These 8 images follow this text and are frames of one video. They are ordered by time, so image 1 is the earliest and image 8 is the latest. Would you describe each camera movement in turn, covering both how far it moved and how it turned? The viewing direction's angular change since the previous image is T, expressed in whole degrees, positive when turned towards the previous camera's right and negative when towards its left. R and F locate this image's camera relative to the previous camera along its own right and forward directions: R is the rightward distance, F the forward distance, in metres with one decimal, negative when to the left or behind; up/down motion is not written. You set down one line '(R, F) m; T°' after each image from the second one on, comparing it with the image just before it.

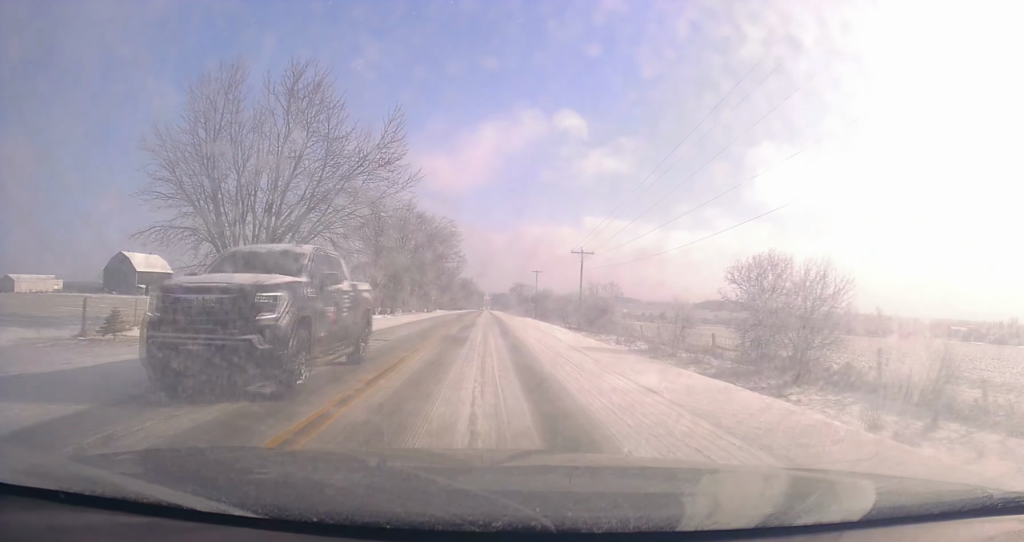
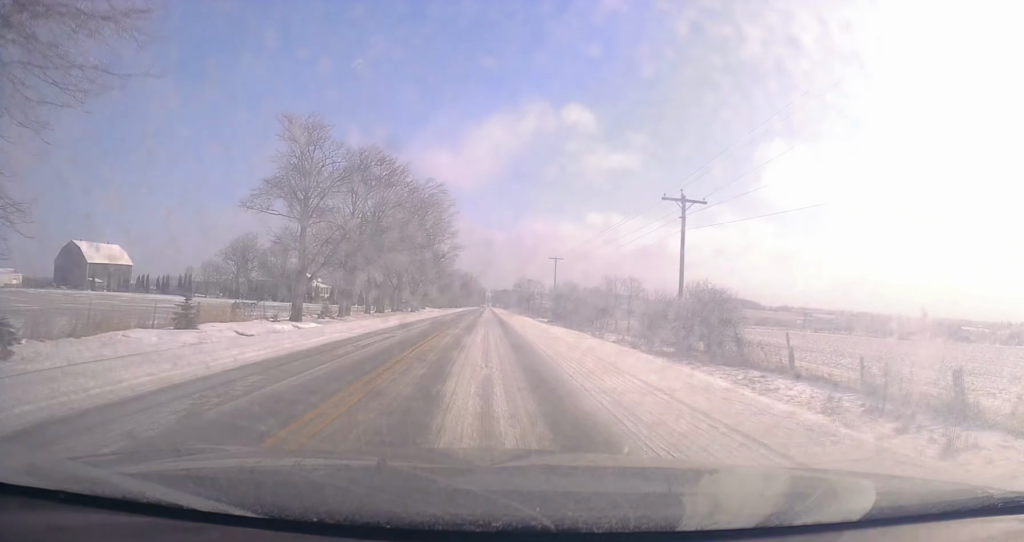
(-0.3, +27.7) m; -1°
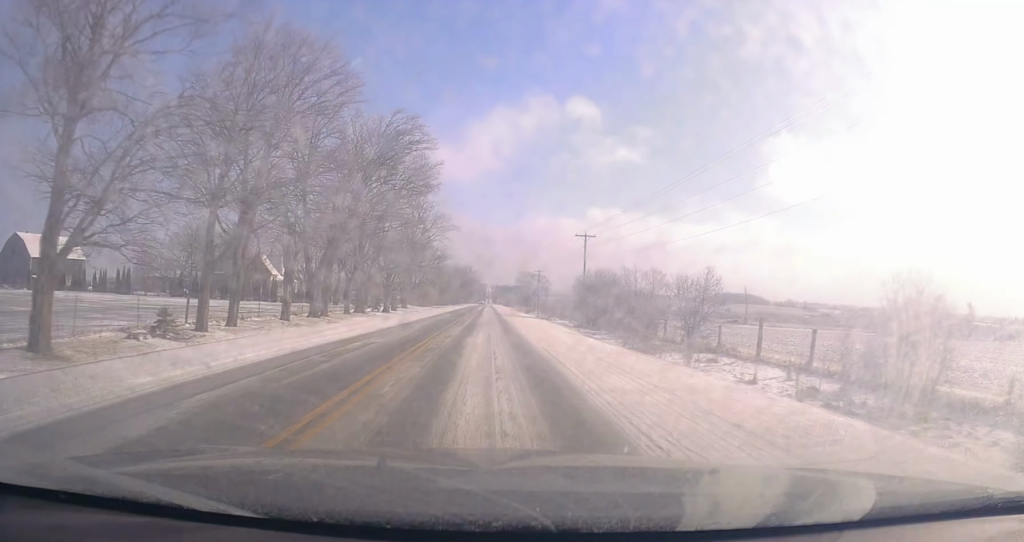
(0.0, +25.6) m; 0°
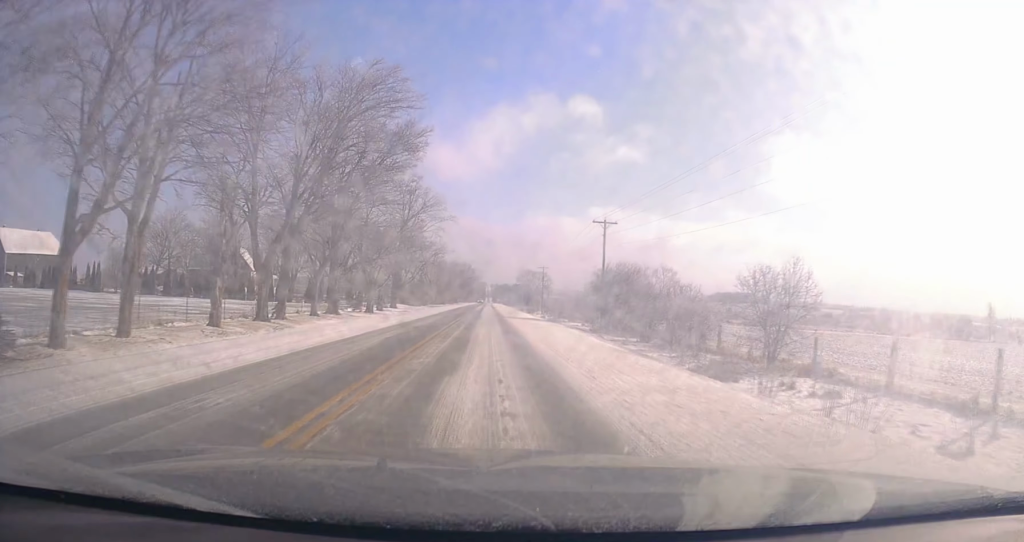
(+0.2, +10.3) m; 0°
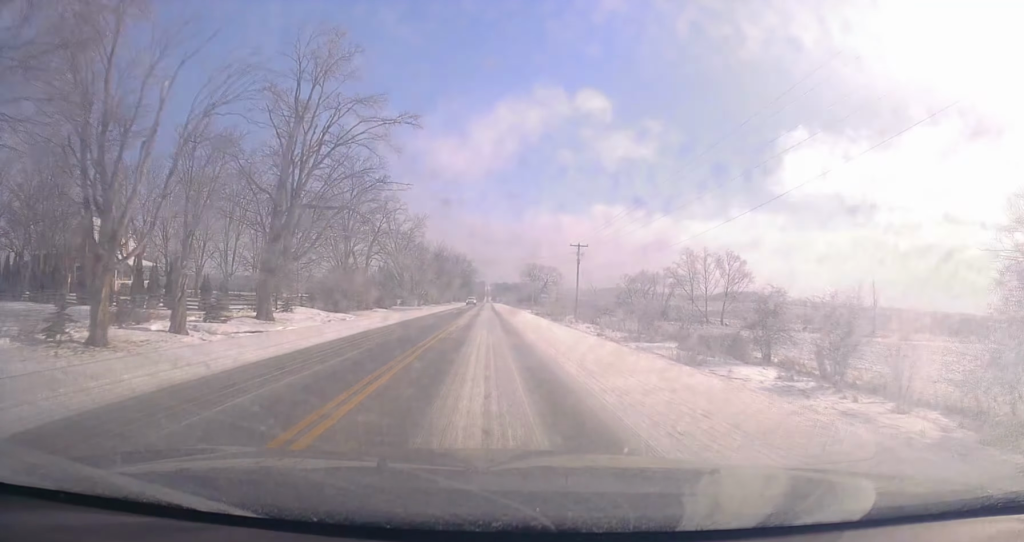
(0.0, +43.7) m; 0°
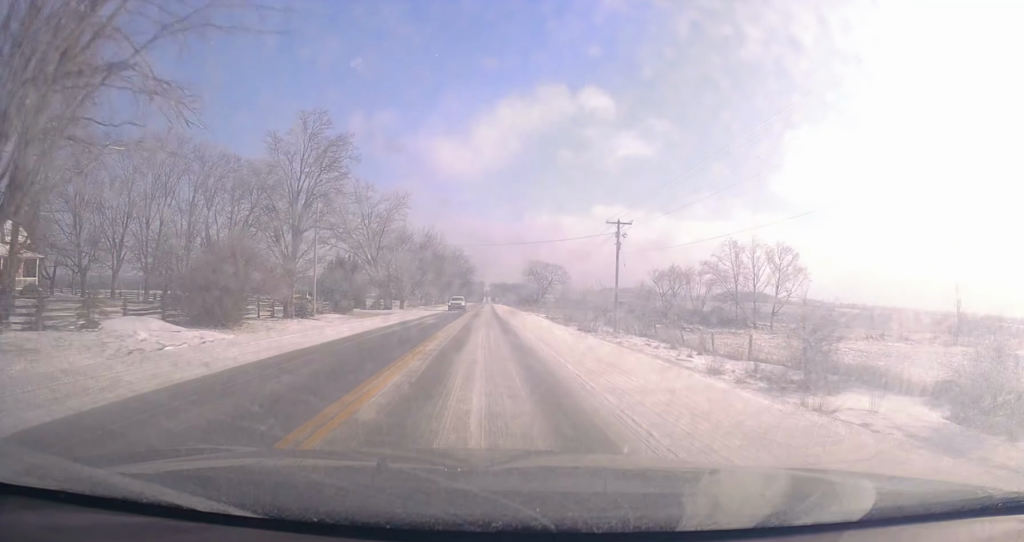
(-0.2, +21.9) m; +1°
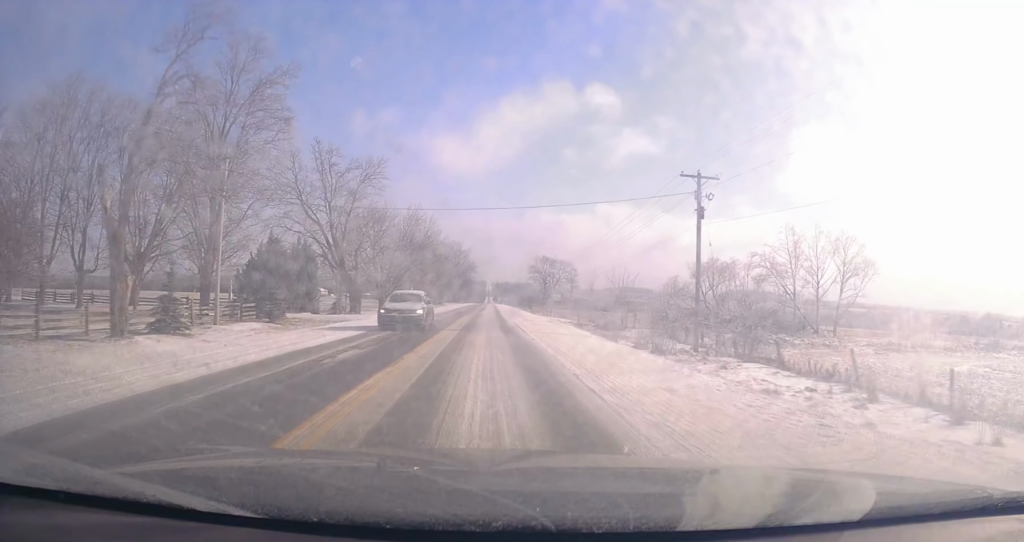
(+0.2, +17.9) m; 0°
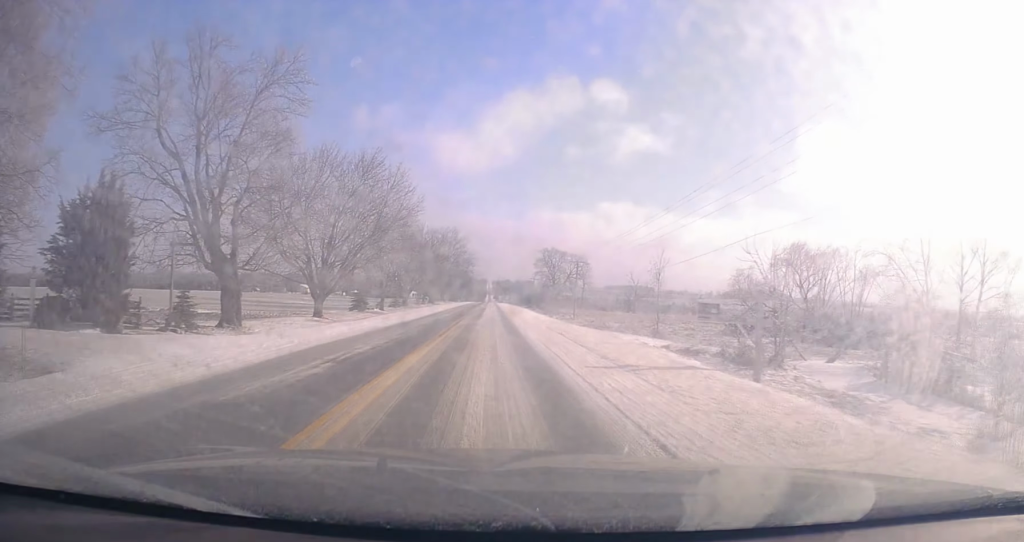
(-0.2, +26.4) m; -1°
